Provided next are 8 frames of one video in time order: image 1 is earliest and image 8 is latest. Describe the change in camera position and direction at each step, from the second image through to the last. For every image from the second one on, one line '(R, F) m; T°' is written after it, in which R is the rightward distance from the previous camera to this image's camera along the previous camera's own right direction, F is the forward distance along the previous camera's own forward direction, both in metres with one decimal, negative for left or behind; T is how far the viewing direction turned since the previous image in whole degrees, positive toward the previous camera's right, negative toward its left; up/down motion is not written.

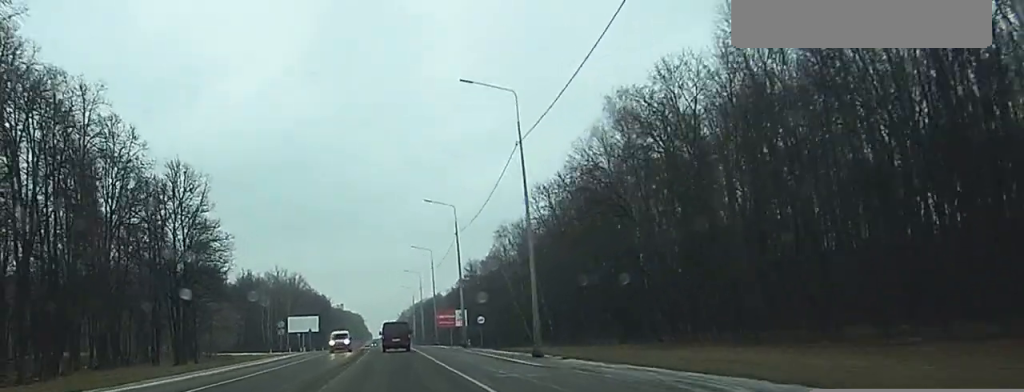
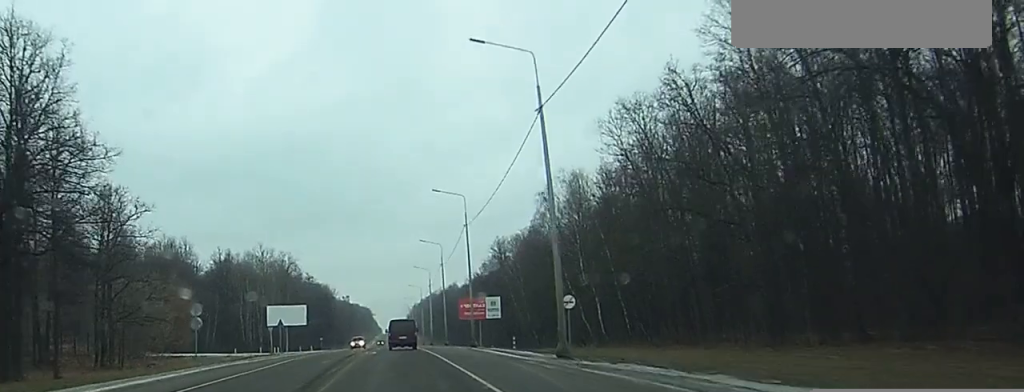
(-0.6, +40.5) m; -1°
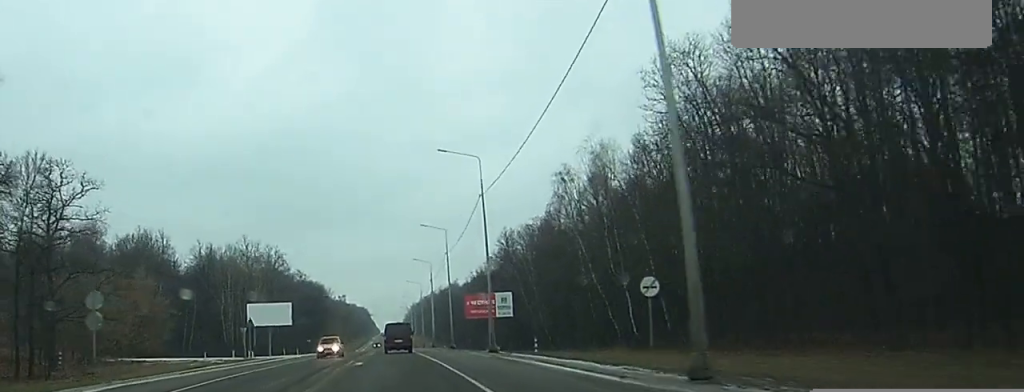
(-0.1, +15.6) m; 0°
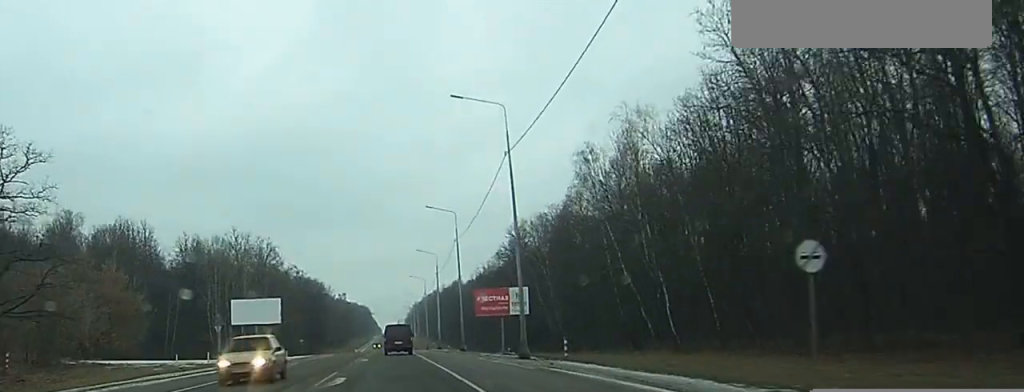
(0.0, +12.7) m; 0°
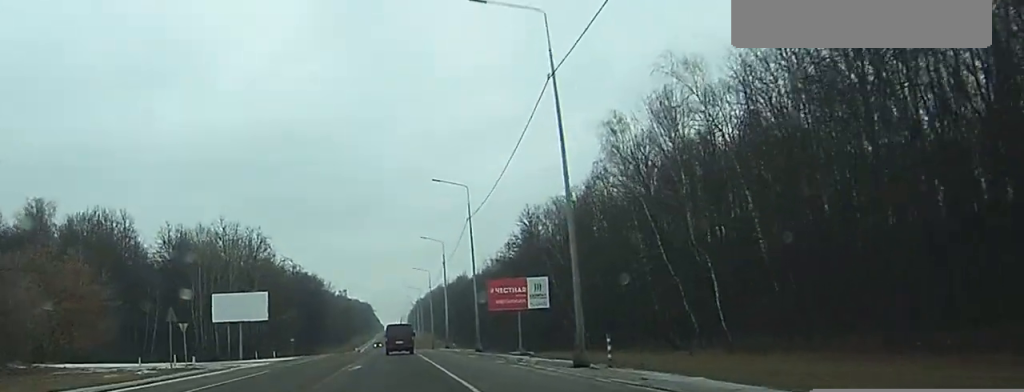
(0.0, +12.7) m; 0°
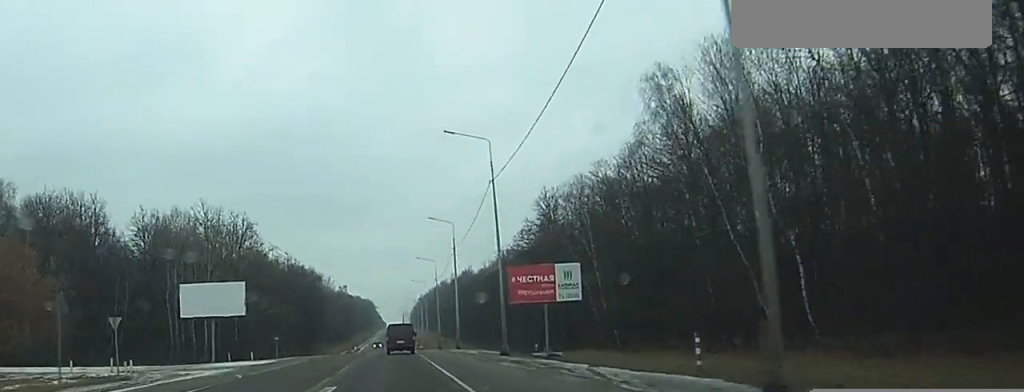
(0.0, +14.9) m; 0°
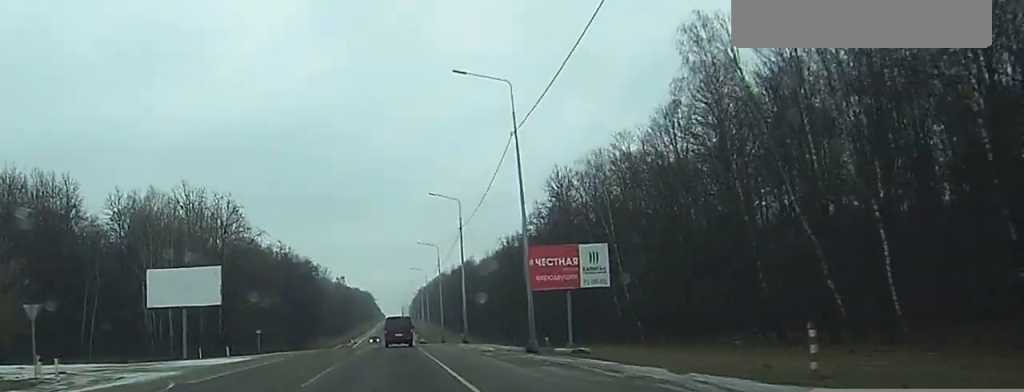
(0.0, +10.3) m; 0°
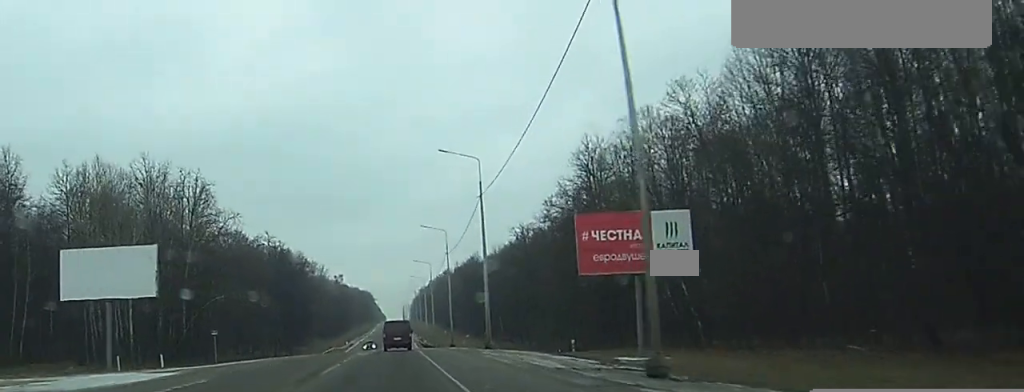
(0.0, +18.3) m; 0°
